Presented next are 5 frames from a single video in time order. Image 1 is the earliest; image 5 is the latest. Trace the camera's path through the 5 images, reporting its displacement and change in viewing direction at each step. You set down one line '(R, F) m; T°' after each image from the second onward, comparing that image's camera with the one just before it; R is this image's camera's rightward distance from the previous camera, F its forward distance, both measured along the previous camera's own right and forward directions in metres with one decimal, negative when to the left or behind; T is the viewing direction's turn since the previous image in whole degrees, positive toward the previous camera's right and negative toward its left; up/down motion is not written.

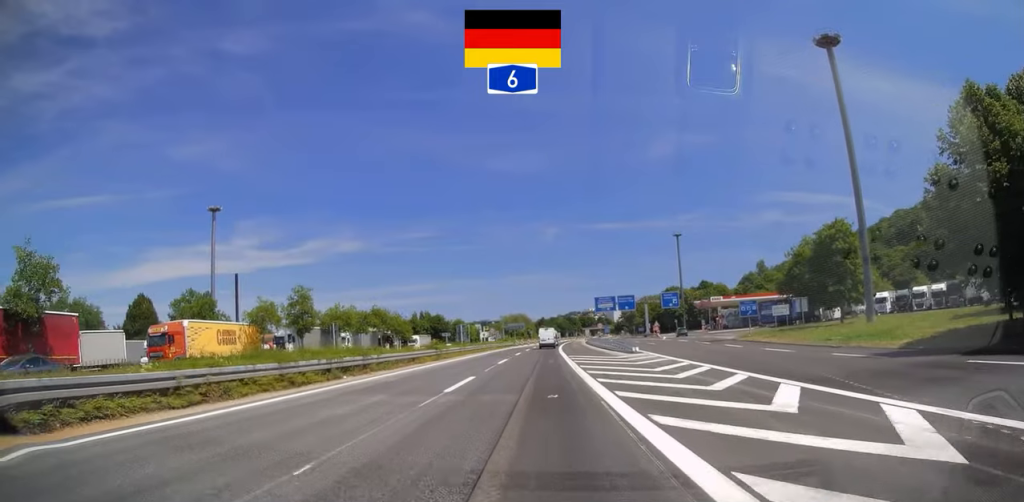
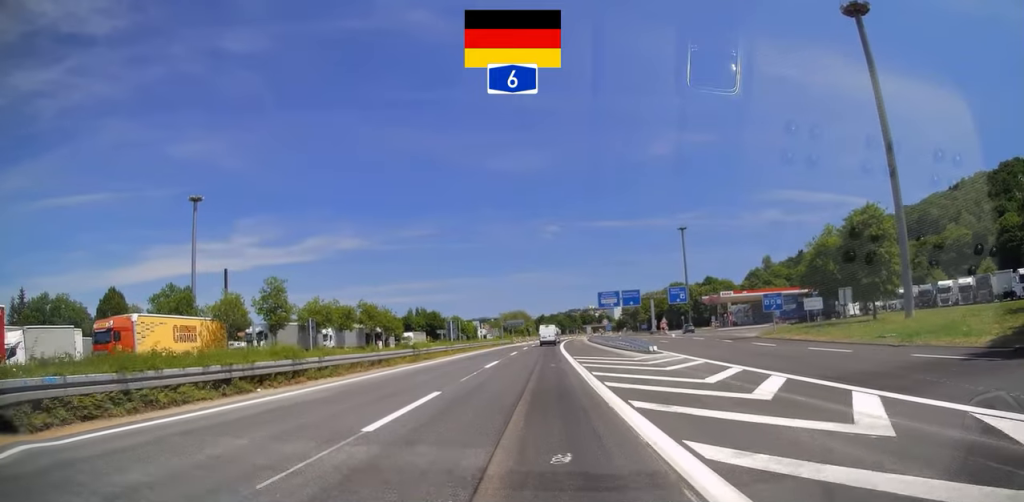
(+0.1, +7.3) m; +1°
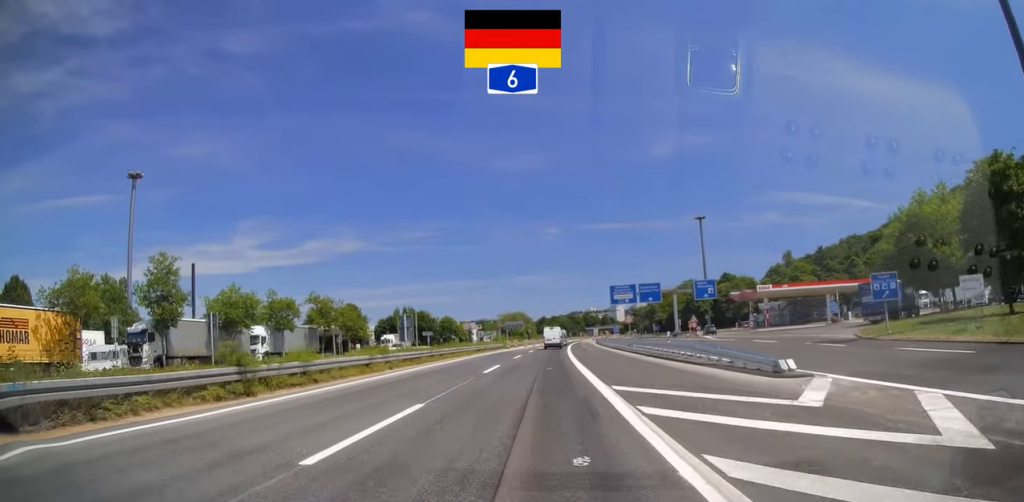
(-0.2, +20.6) m; -1°
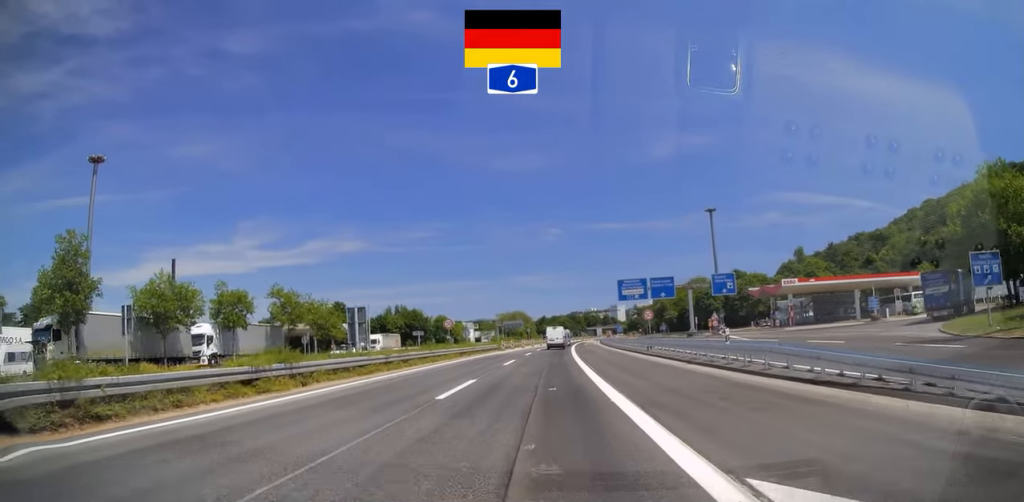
(-0.2, +10.7) m; 0°
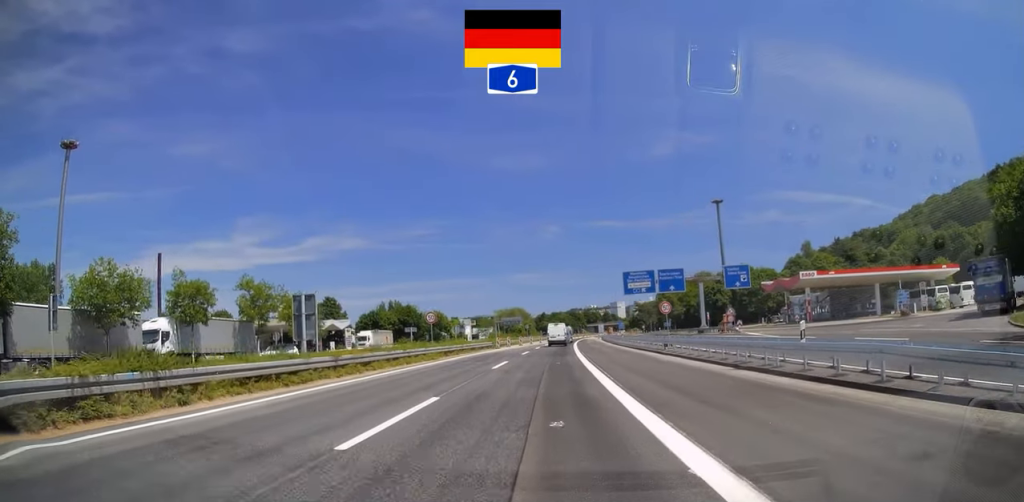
(+0.1, +6.8) m; +1°
